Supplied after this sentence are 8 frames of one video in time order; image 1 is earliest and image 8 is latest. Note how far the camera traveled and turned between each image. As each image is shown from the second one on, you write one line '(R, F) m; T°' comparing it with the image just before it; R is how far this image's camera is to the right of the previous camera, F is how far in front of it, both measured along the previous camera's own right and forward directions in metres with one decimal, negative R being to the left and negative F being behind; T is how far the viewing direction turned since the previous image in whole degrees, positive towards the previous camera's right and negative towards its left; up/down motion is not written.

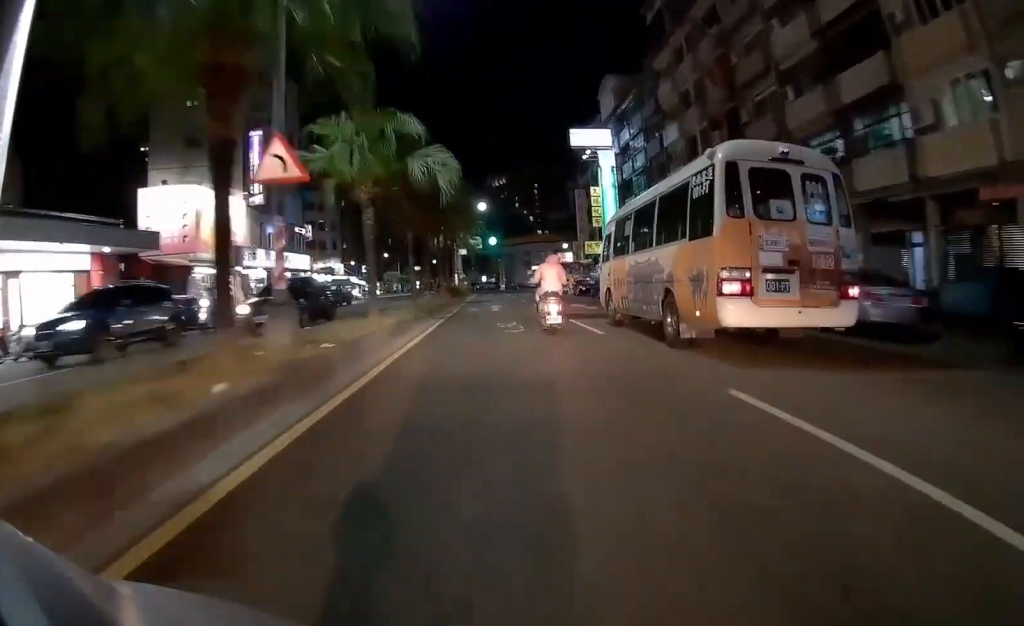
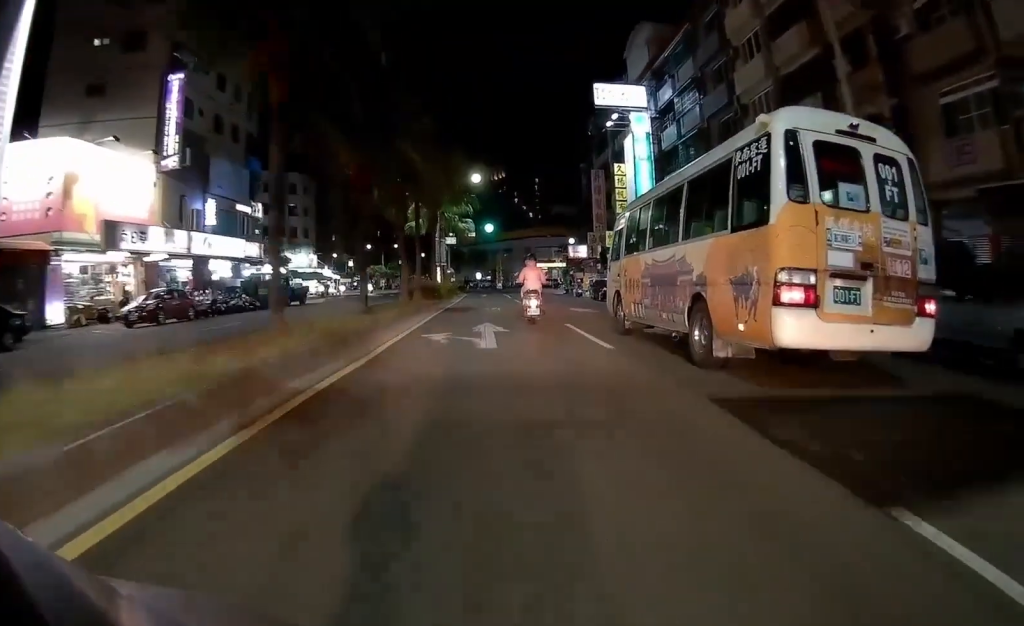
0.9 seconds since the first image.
(-0.3, +12.7) m; +1°
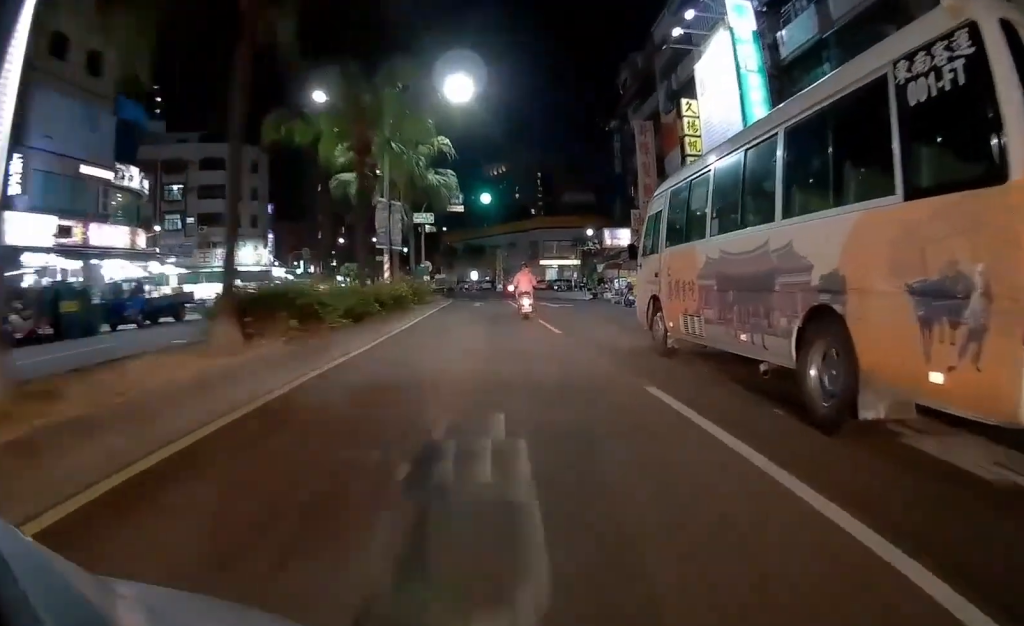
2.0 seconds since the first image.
(+0.7, +17.2) m; +3°
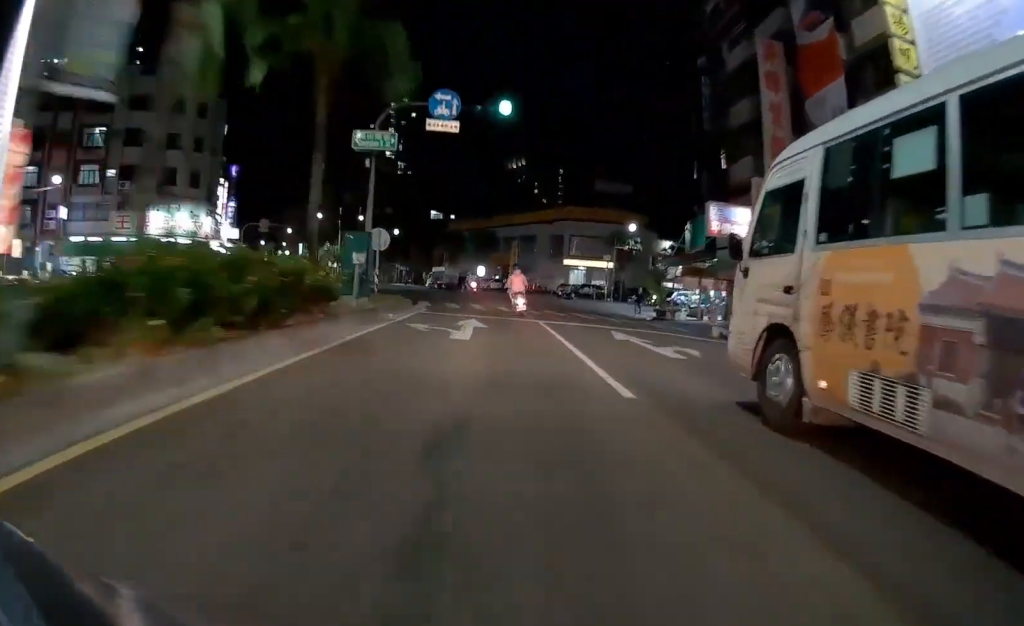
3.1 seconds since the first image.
(0.0, +15.4) m; -1°
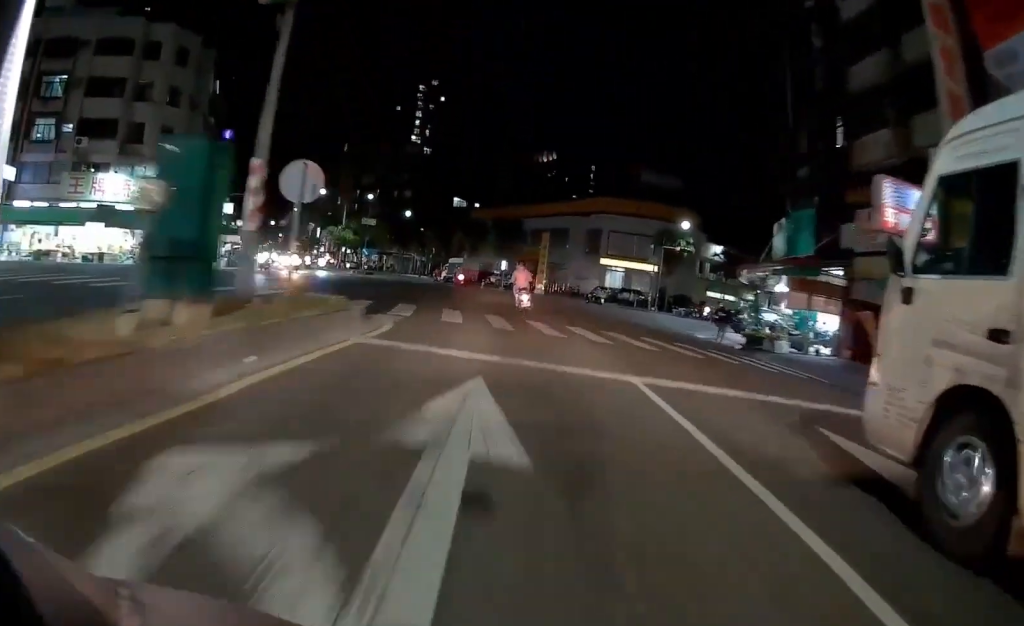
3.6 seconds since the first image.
(+0.2, +8.5) m; -2°
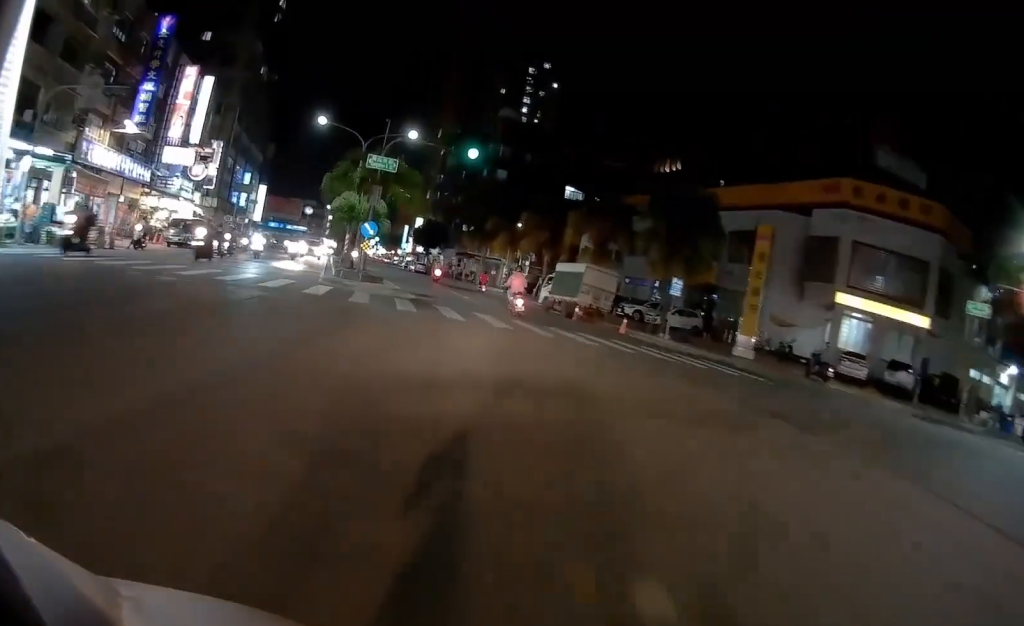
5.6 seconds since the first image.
(-1.9, +28.9) m; -5°
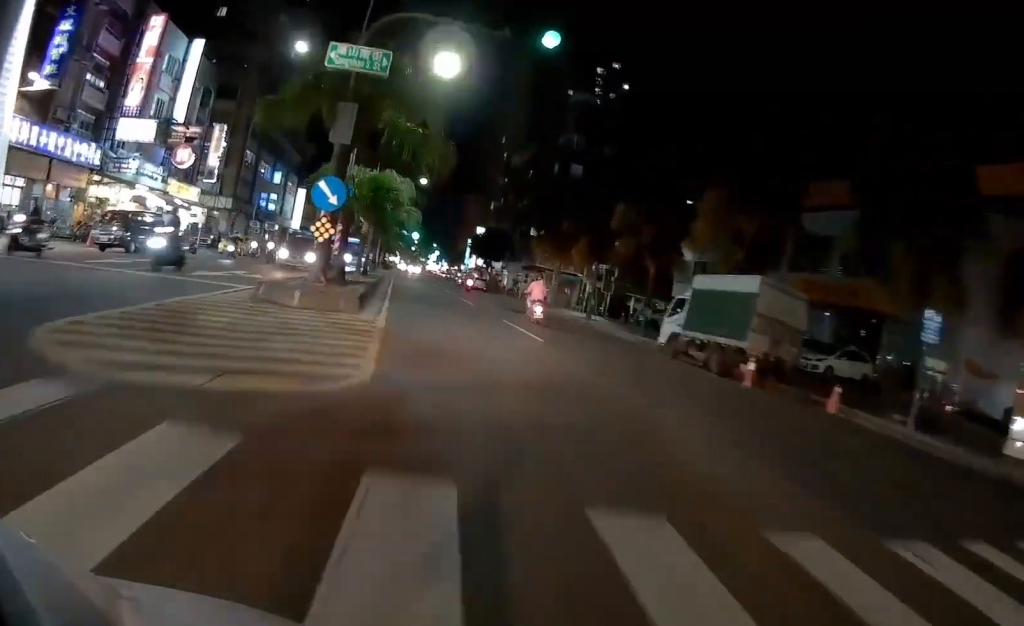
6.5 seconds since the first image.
(-0.1, +12.2) m; -7°
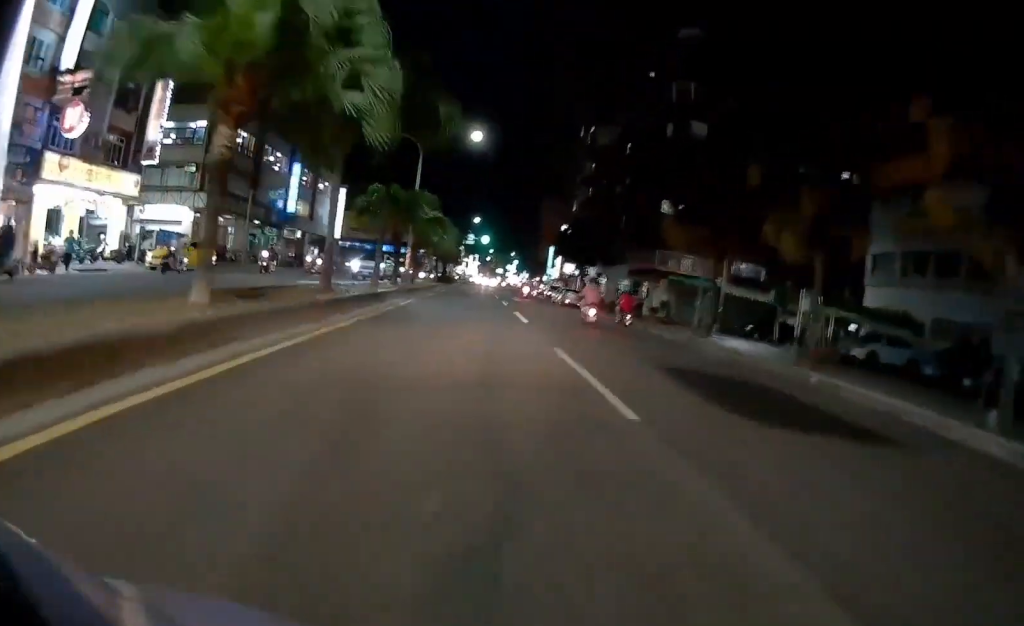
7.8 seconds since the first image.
(-2.1, +16.5) m; -11°
